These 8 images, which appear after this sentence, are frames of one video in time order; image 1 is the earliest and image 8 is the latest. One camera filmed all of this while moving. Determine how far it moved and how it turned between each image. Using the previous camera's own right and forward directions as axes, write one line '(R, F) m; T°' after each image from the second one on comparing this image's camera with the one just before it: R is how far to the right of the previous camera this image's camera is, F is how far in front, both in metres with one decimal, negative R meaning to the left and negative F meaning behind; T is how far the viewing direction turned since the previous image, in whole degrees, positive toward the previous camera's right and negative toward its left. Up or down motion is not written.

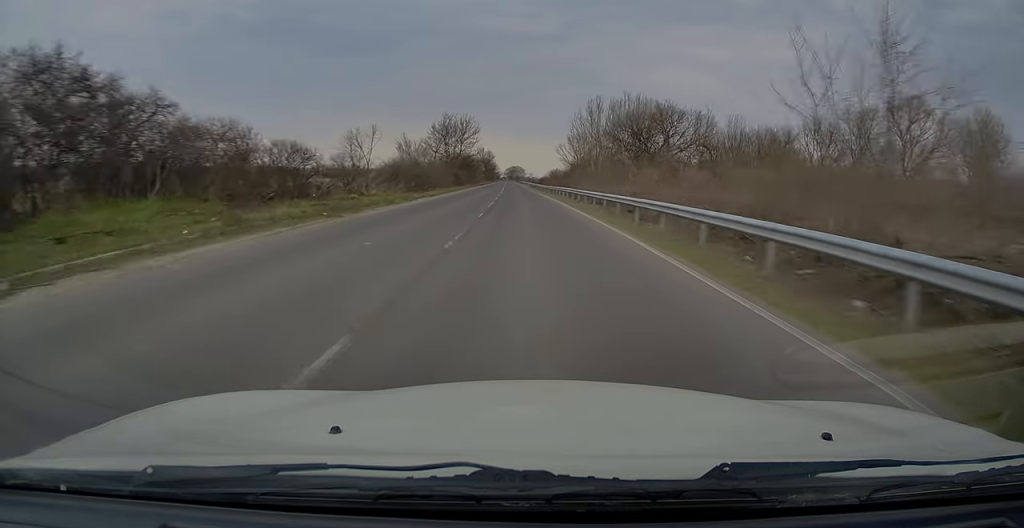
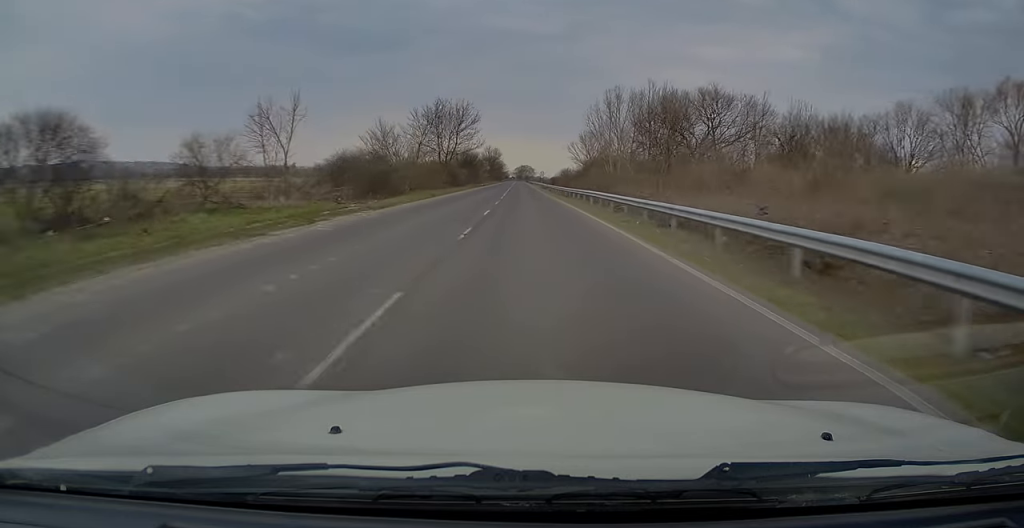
(-0.1, +16.1) m; 0°
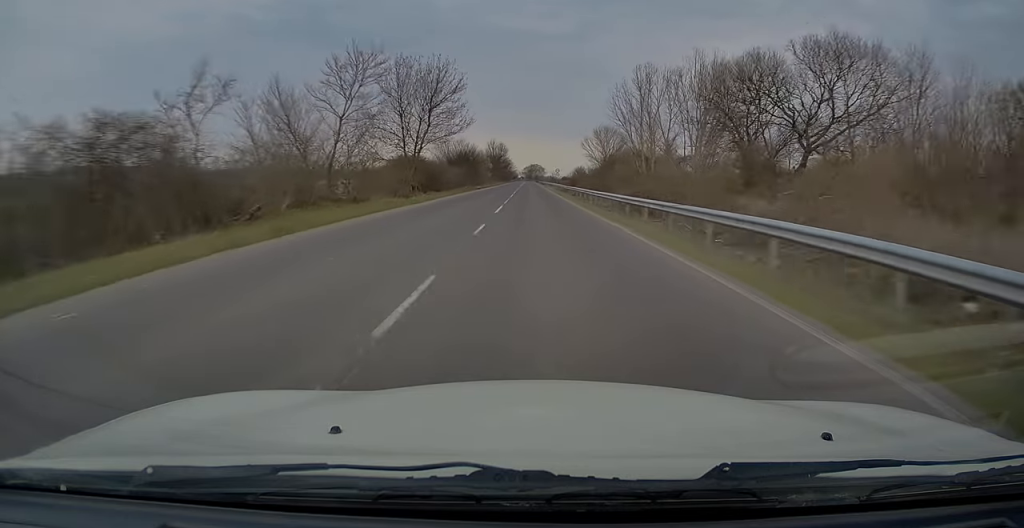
(0.0, +25.4) m; -1°
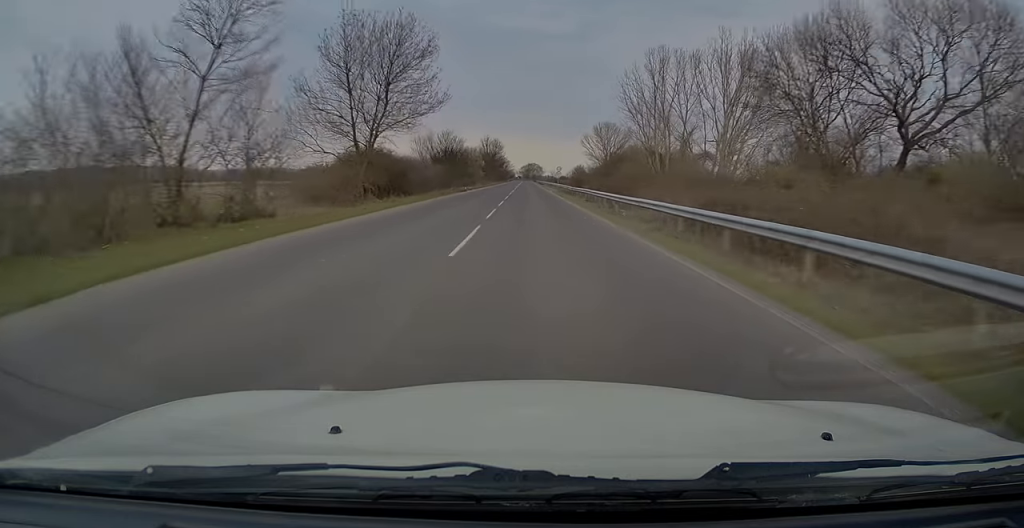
(-0.1, +12.8) m; -1°
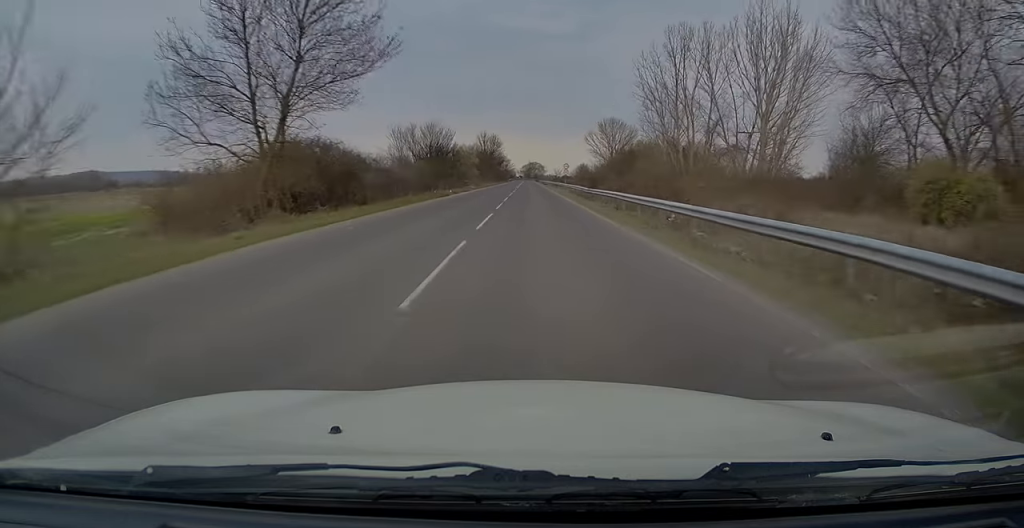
(-0.1, +12.7) m; 0°
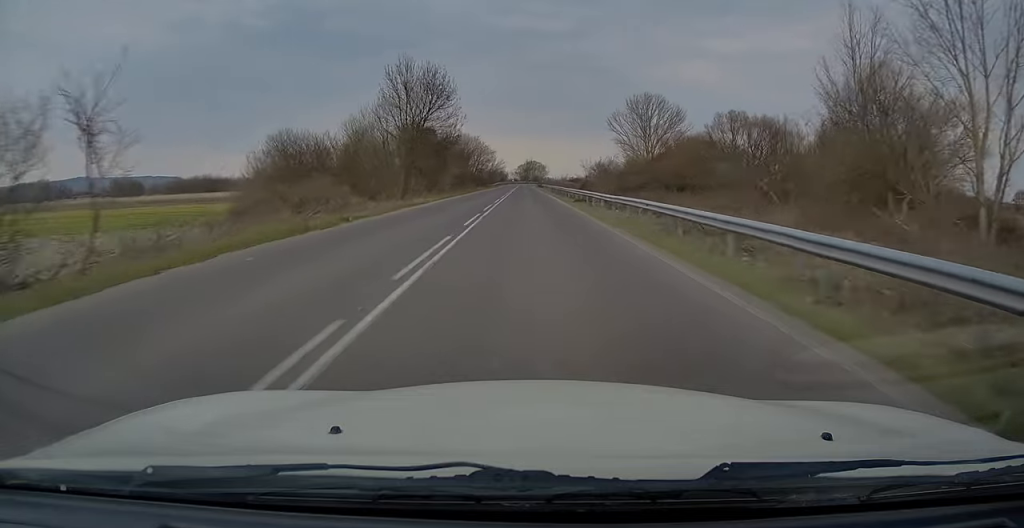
(+0.3, +79.5) m; +1°
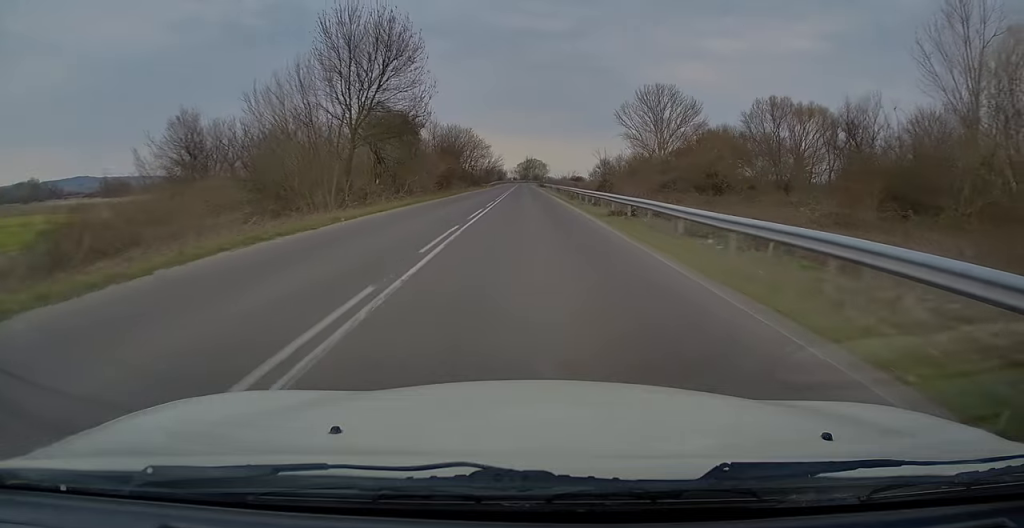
(0.0, +15.7) m; 0°
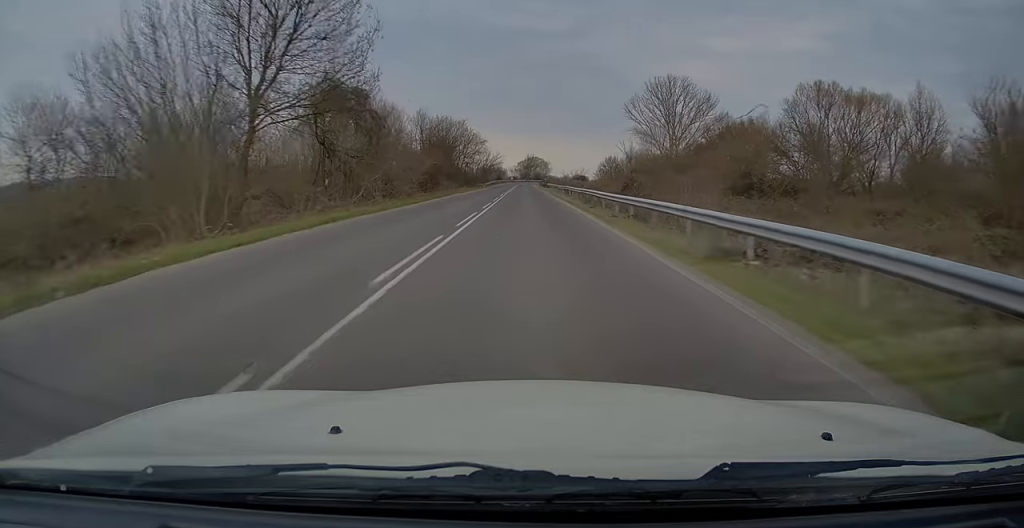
(0.0, +12.4) m; 0°
